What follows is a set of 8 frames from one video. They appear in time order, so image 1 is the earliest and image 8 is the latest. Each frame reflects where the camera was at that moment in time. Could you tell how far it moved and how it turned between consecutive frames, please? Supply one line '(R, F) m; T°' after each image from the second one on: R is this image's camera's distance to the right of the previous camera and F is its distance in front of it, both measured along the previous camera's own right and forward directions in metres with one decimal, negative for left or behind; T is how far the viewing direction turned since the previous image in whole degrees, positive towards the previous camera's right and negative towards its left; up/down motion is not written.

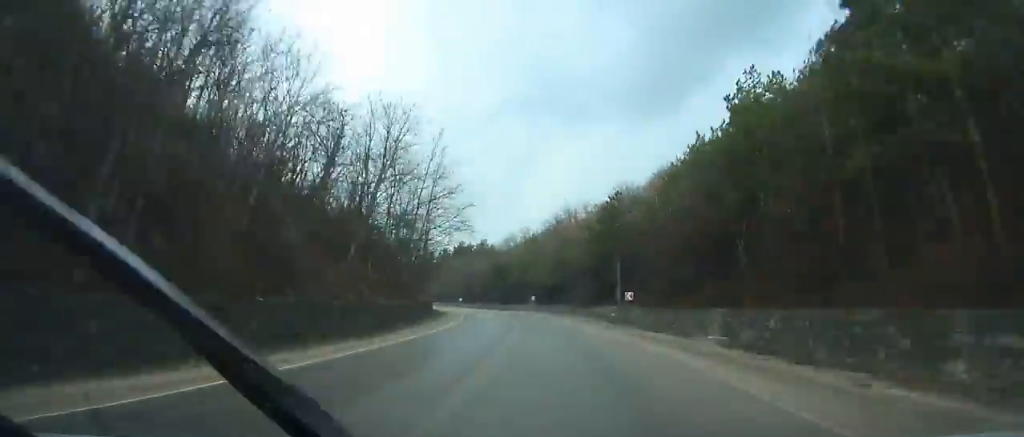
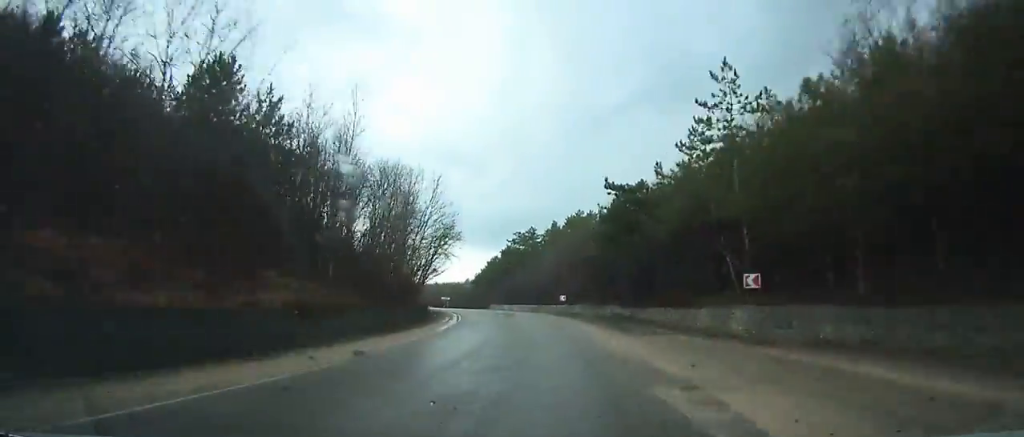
(-7.0, +60.0) m; -13°
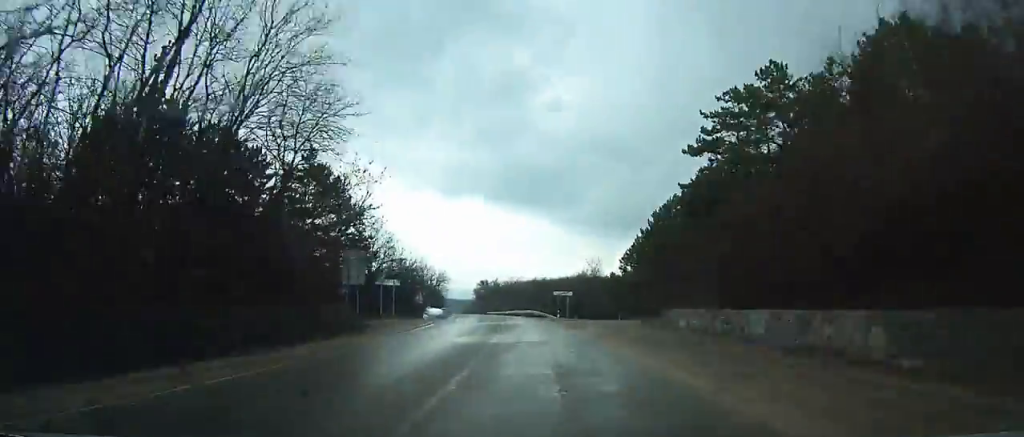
(-9.6, +75.8) m; -15°
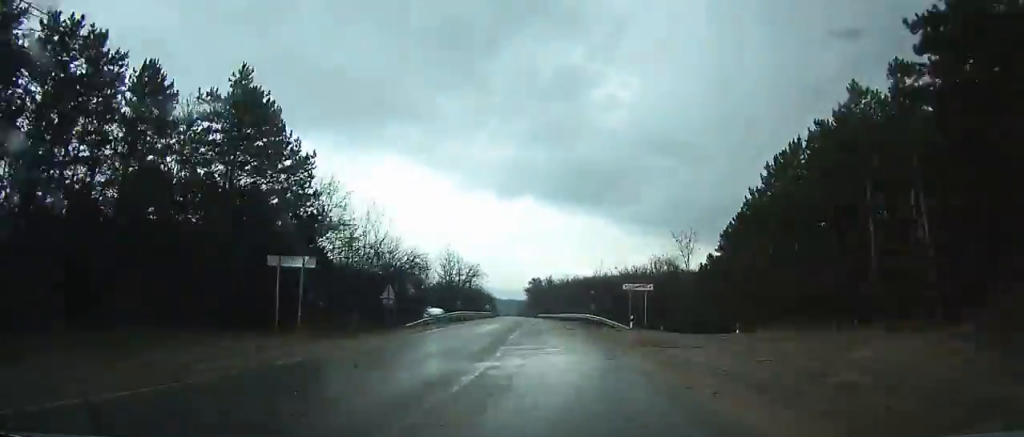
(-2.2, +25.2) m; -4°
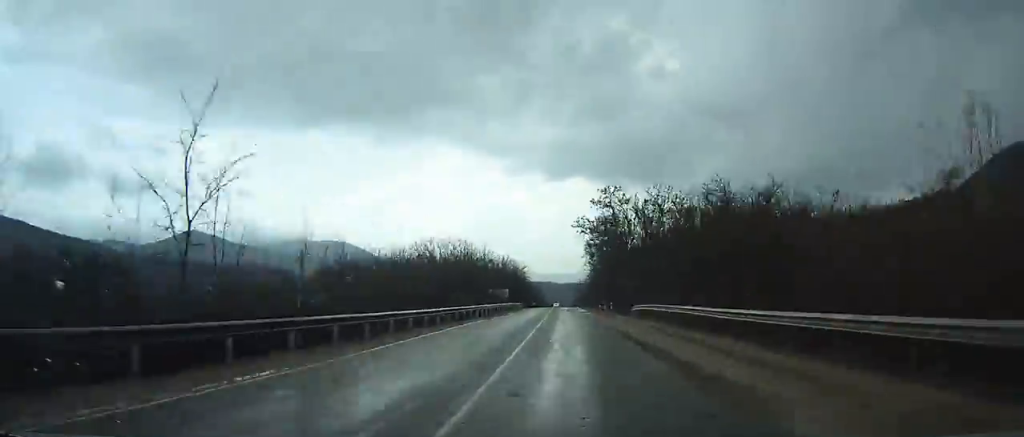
(-8.1, +109.0) m; -5°
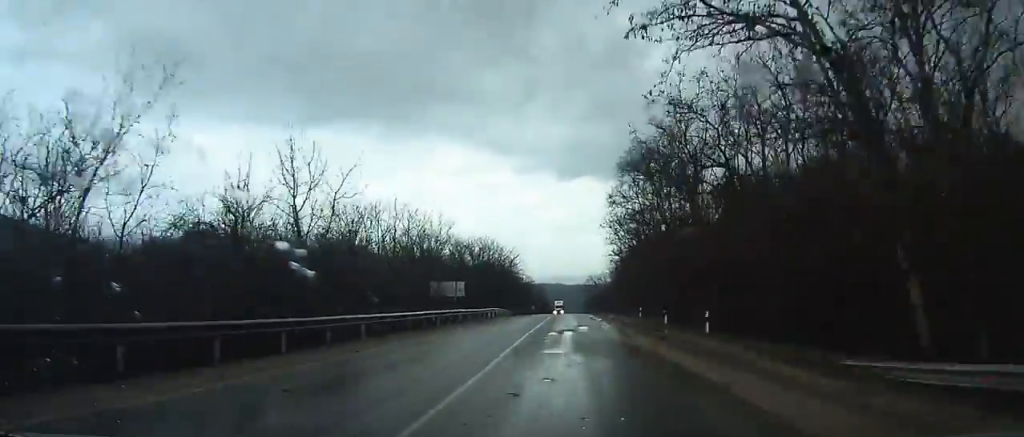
(0.0, +39.7) m; 0°
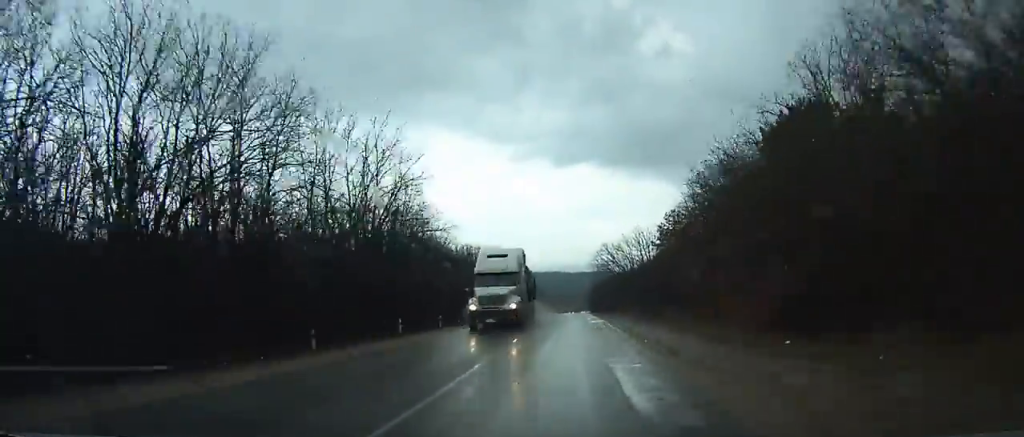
(-0.4, +68.5) m; 0°
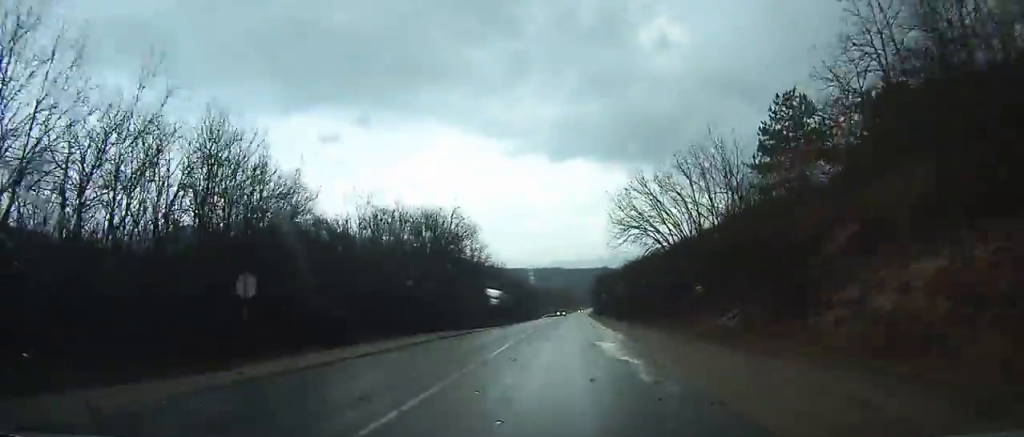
(+0.1, +51.9) m; 0°
